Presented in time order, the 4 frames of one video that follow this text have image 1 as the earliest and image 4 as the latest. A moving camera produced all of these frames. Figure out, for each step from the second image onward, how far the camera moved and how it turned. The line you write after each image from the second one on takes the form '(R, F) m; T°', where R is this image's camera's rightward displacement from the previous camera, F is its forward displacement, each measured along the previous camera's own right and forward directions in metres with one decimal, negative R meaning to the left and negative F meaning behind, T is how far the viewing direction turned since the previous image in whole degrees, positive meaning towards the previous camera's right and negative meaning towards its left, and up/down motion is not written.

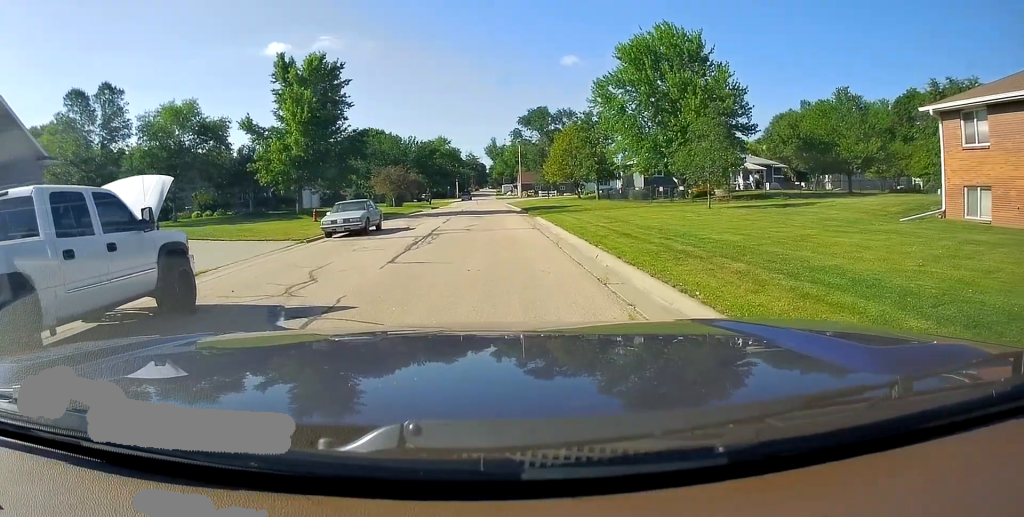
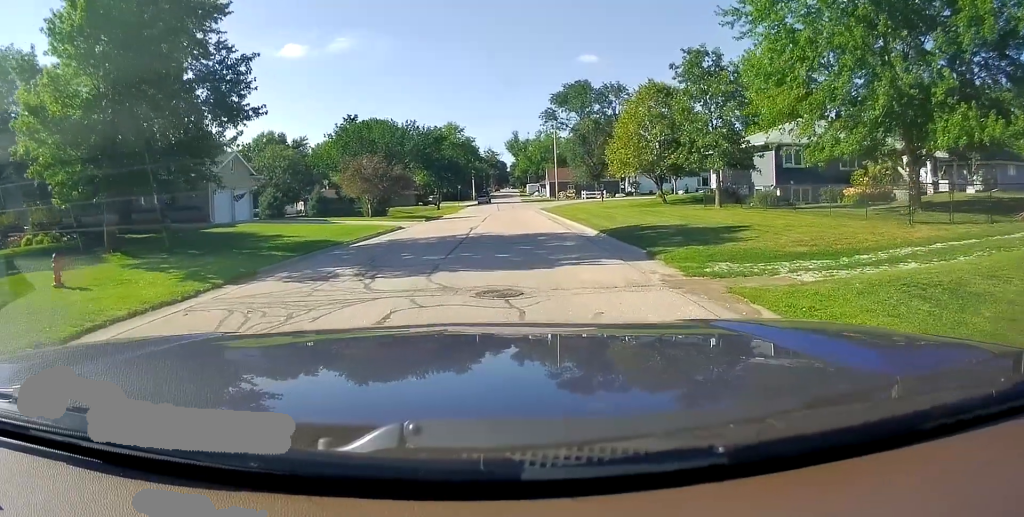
(0.0, +22.7) m; 0°
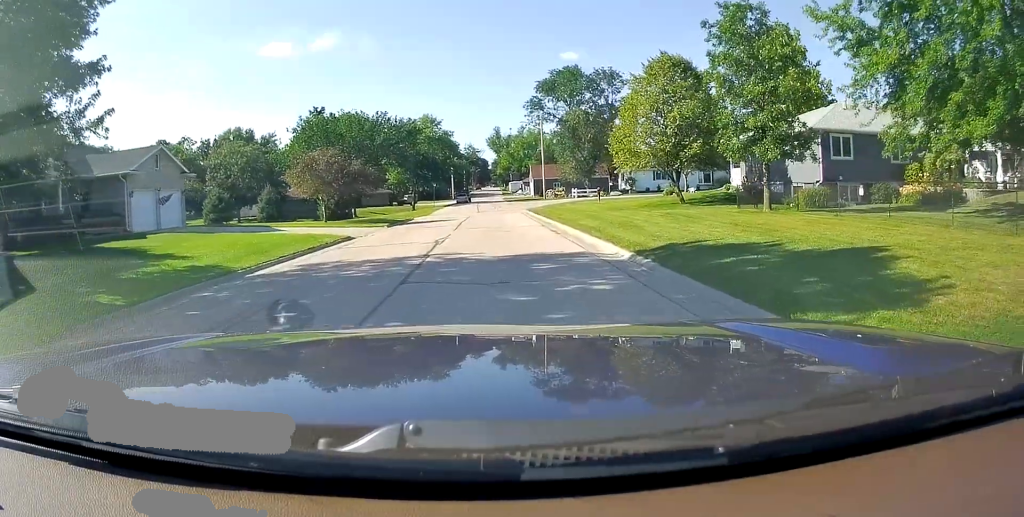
(-0.1, +8.5) m; -3°
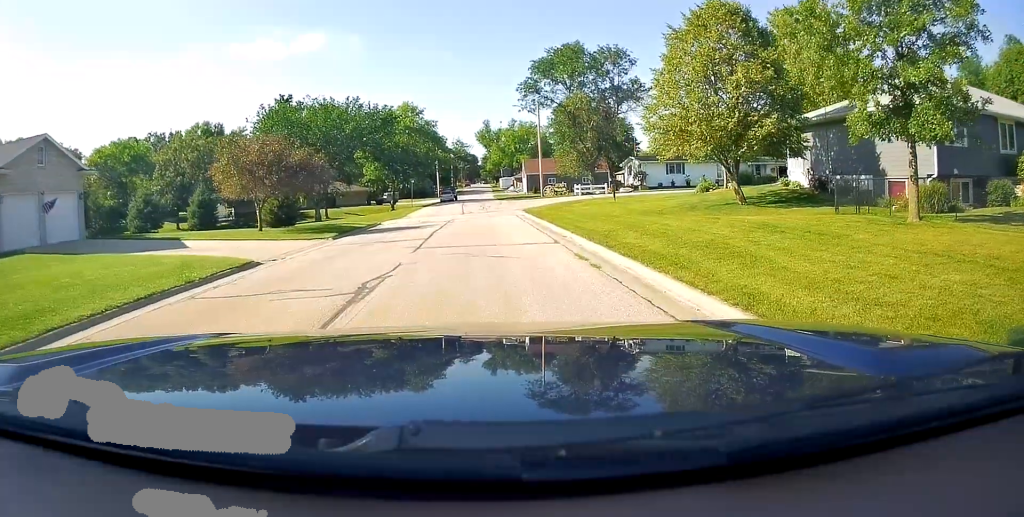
(+0.4, +10.6) m; +6°
